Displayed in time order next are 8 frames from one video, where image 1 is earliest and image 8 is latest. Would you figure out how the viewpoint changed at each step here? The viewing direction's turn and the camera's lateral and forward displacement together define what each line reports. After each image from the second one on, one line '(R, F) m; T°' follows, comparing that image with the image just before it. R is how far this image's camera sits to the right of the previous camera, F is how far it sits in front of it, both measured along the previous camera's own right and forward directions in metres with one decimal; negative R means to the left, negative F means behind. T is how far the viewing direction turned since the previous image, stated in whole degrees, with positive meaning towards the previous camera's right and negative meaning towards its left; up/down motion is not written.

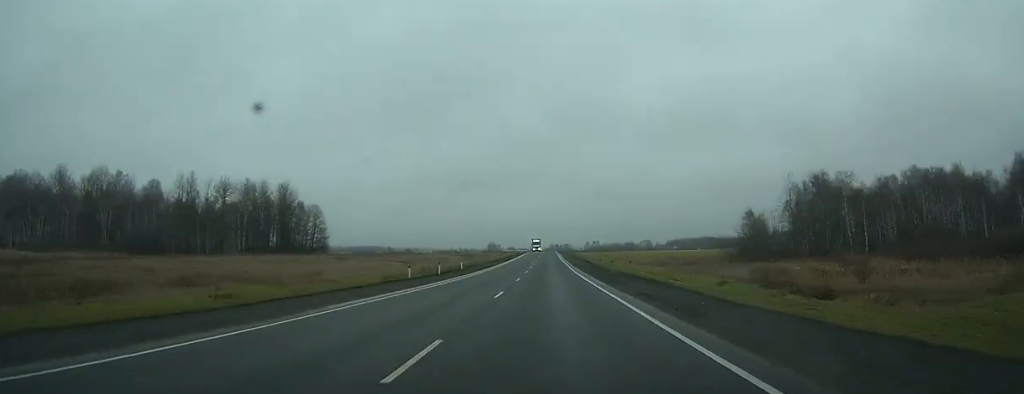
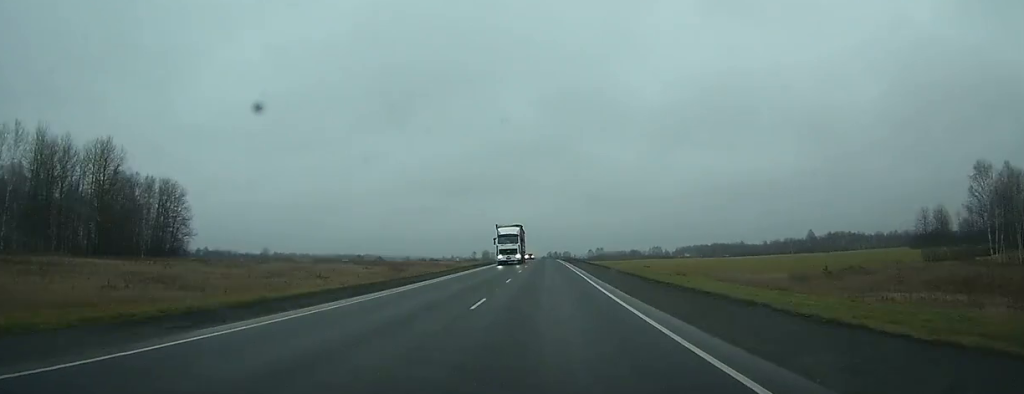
(+0.5, +75.9) m; +1°
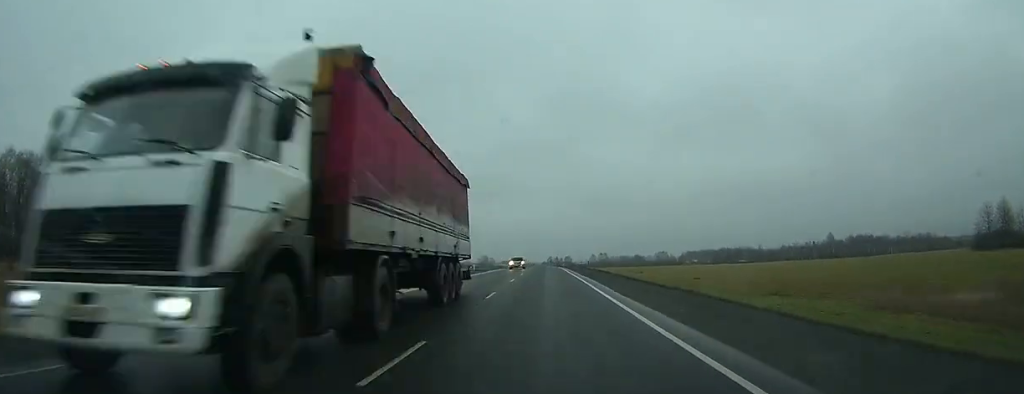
(0.0, +31.4) m; 0°
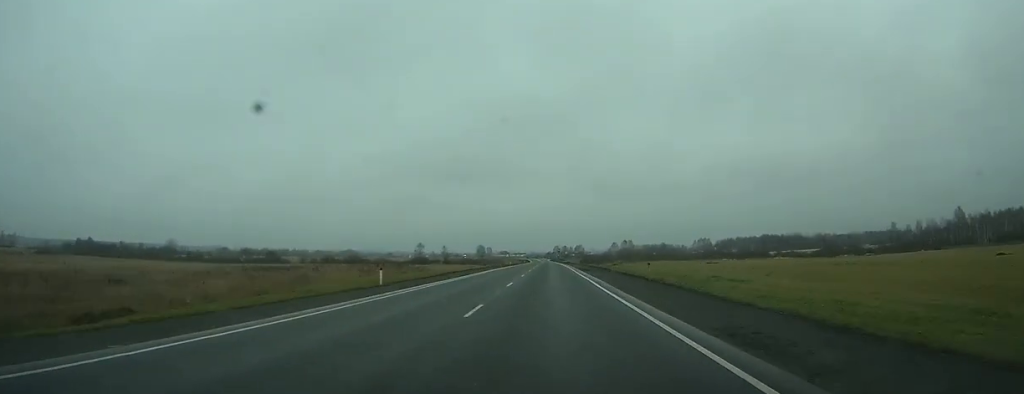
(-0.7, +133.0) m; 0°
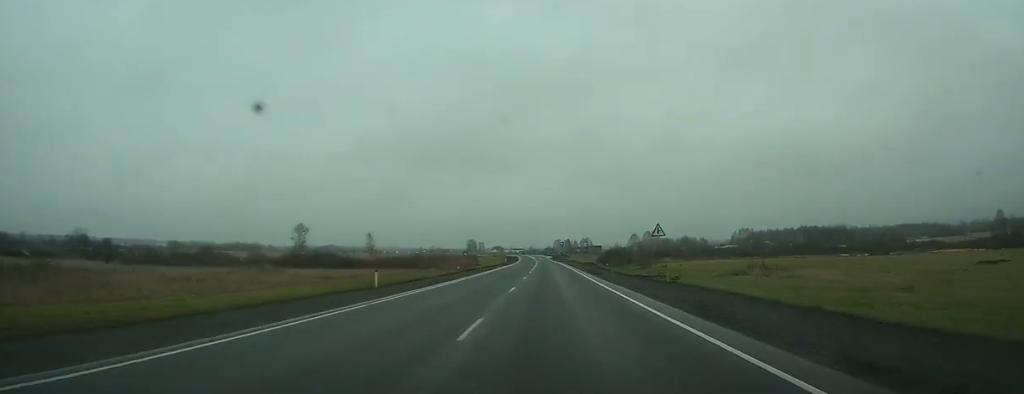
(-0.1, +97.1) m; 0°
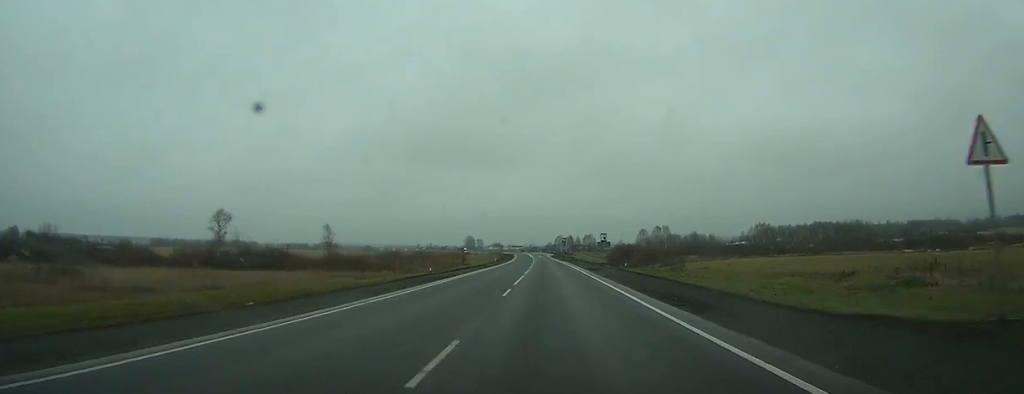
(-0.1, +28.2) m; 0°
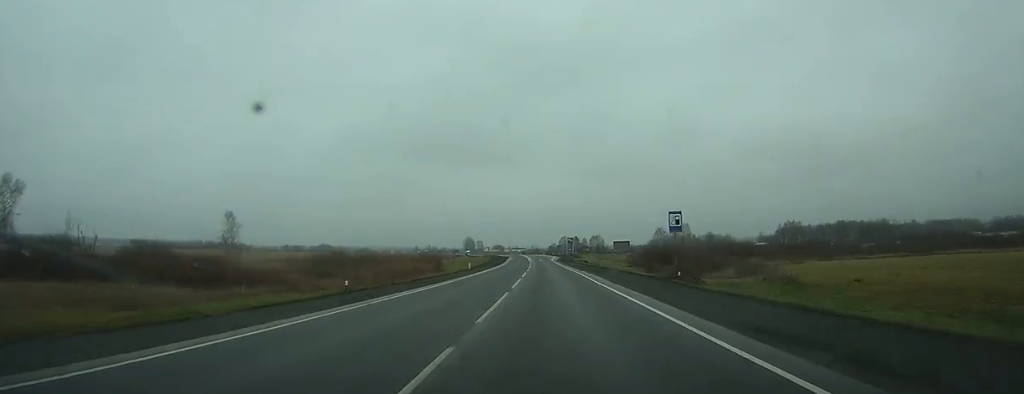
(+0.2, +37.8) m; 0°
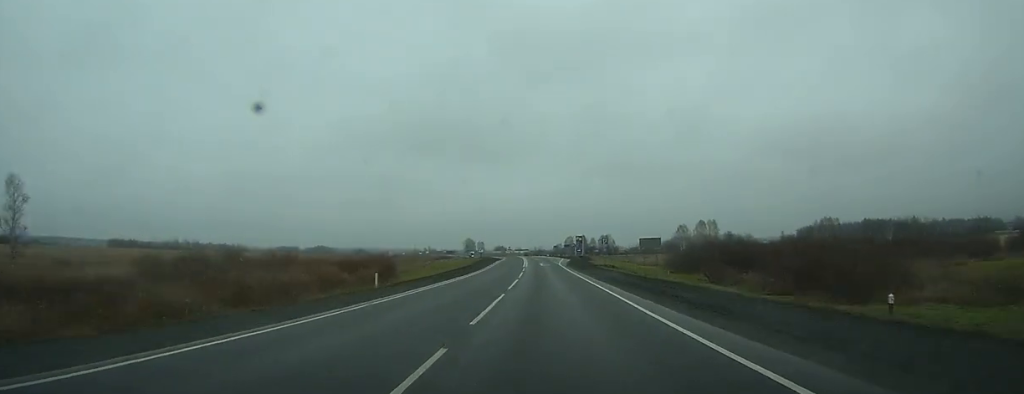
(0.0, +37.0) m; 0°
